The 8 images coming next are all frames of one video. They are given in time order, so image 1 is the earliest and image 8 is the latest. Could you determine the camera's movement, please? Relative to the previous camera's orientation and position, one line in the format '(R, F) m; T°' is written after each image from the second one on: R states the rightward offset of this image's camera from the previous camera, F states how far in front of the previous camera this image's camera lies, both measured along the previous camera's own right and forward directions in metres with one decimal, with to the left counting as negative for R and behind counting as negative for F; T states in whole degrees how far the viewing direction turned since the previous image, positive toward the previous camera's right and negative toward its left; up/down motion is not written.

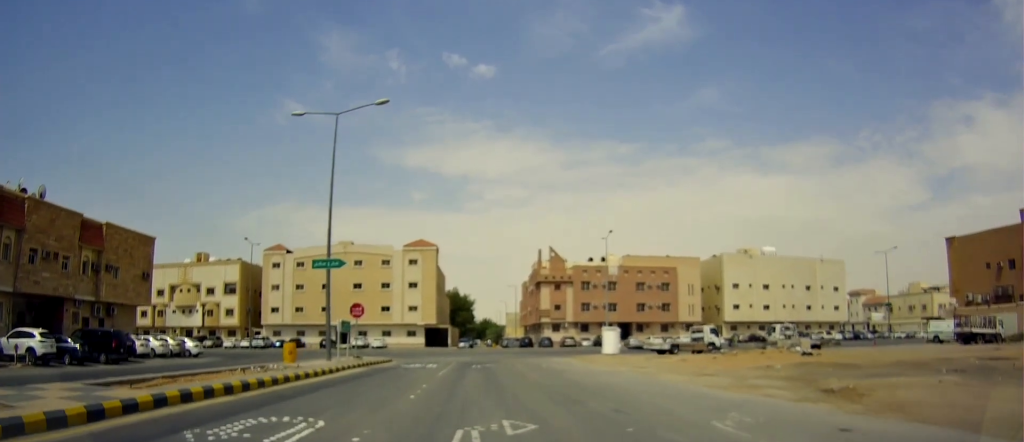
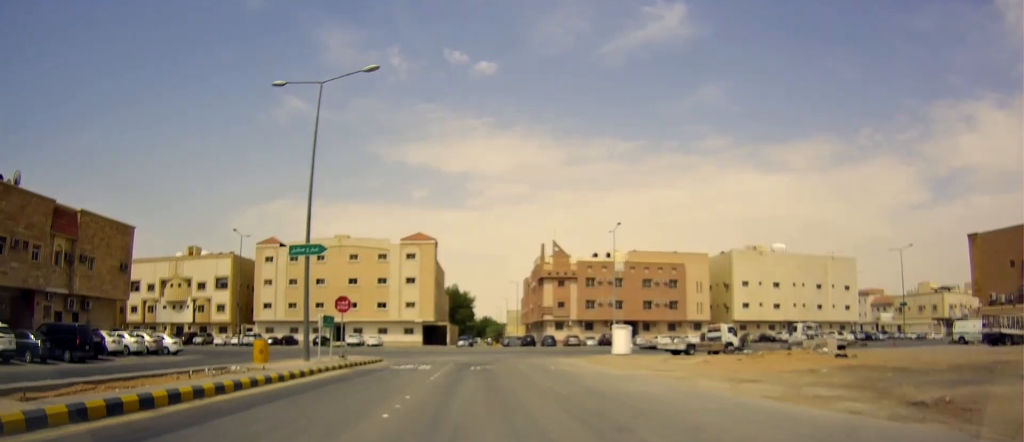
(-0.4, +8.2) m; 0°
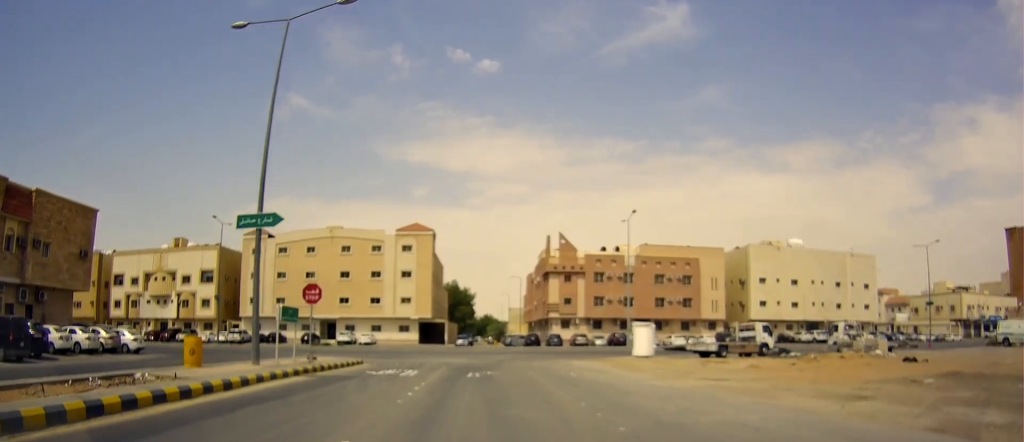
(+0.3, +5.8) m; +3°
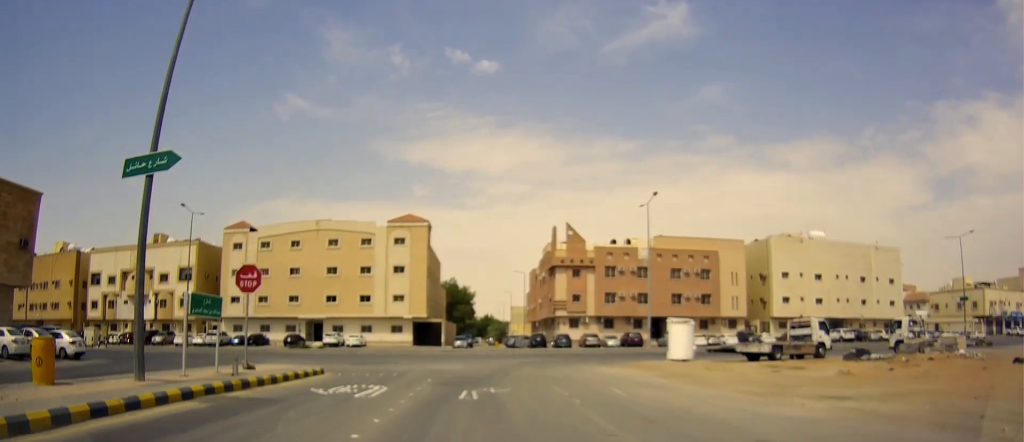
(+0.2, +7.3) m; +1°
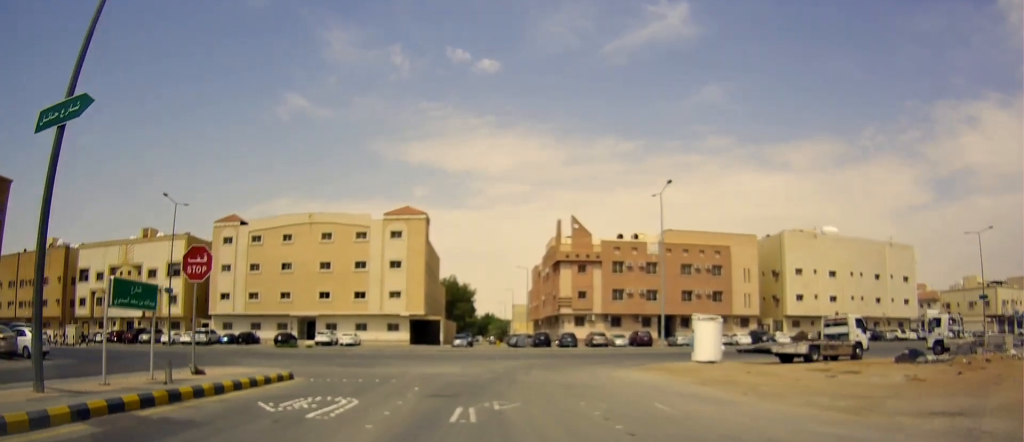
(+0.1, +3.8) m; -1°
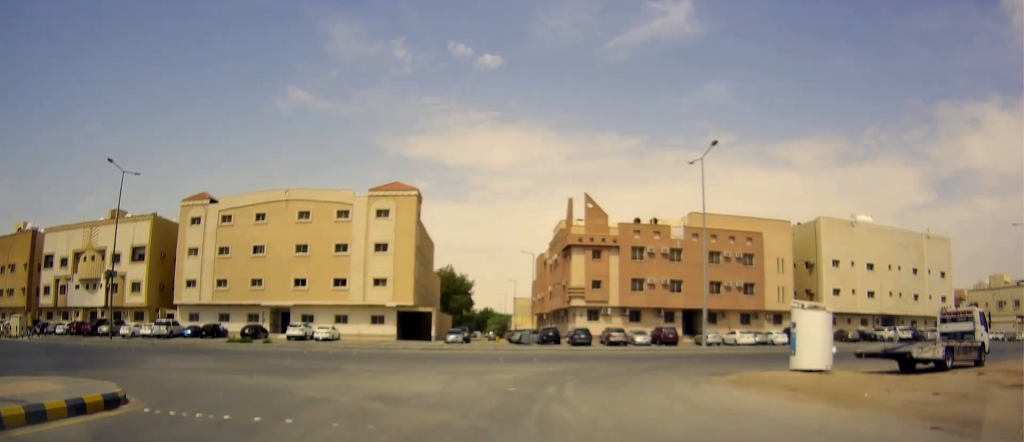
(-0.4, +10.1) m; -4°
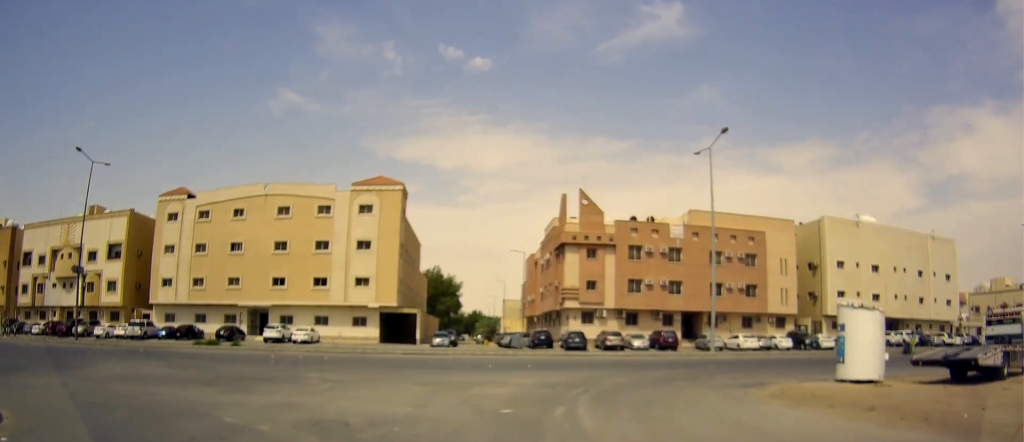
(-0.1, +3.7) m; +1°
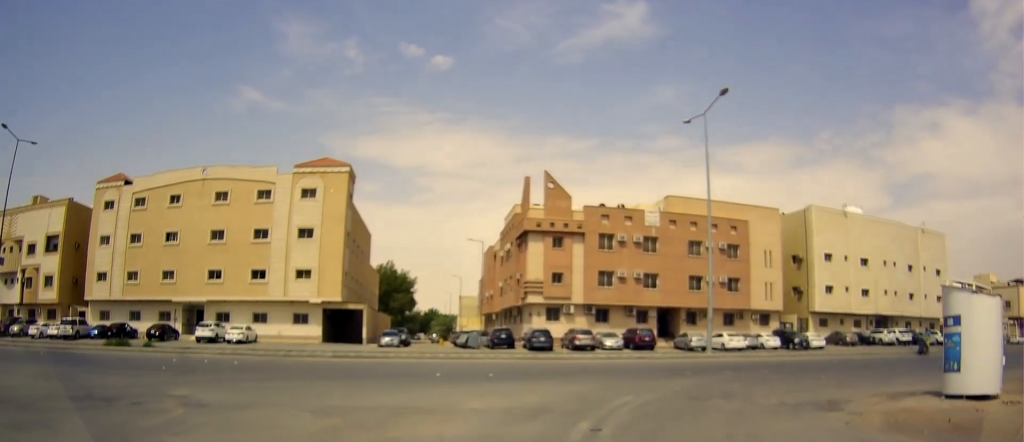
(+0.2, +7.1) m; +3°
